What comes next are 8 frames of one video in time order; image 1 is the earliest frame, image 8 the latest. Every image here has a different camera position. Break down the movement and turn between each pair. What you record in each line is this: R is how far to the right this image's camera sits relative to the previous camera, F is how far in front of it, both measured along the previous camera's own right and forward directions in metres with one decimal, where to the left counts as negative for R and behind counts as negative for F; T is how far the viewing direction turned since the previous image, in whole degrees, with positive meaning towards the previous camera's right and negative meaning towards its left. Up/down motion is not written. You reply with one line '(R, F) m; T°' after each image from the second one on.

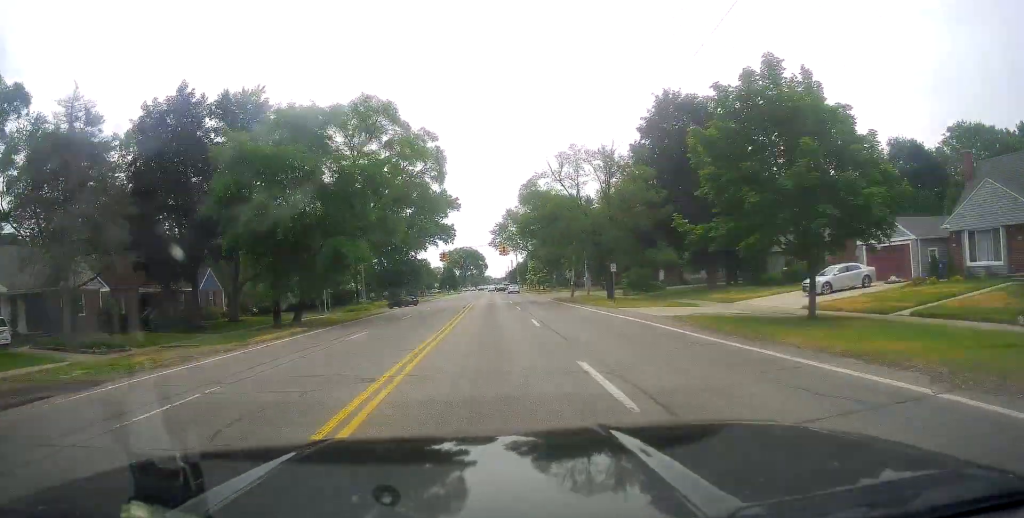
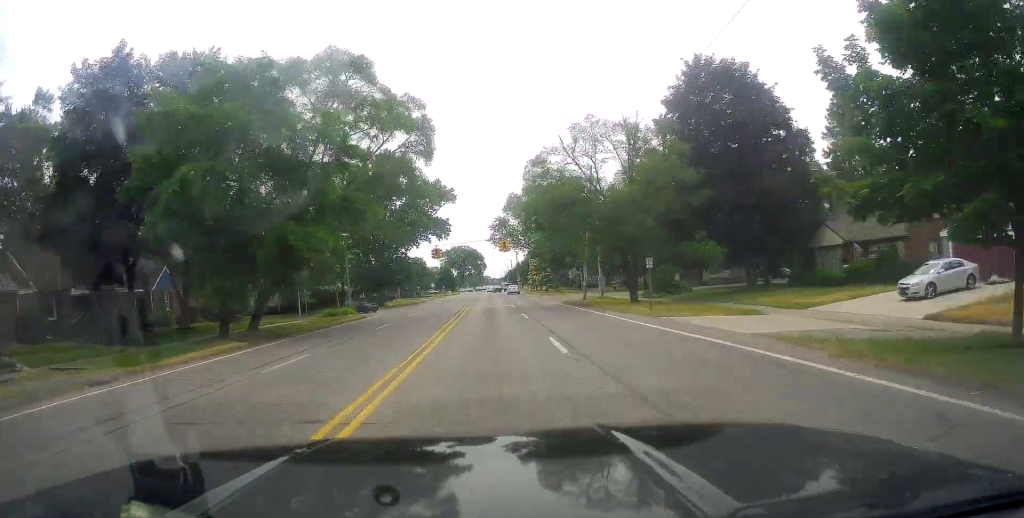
(-0.1, +8.7) m; 0°
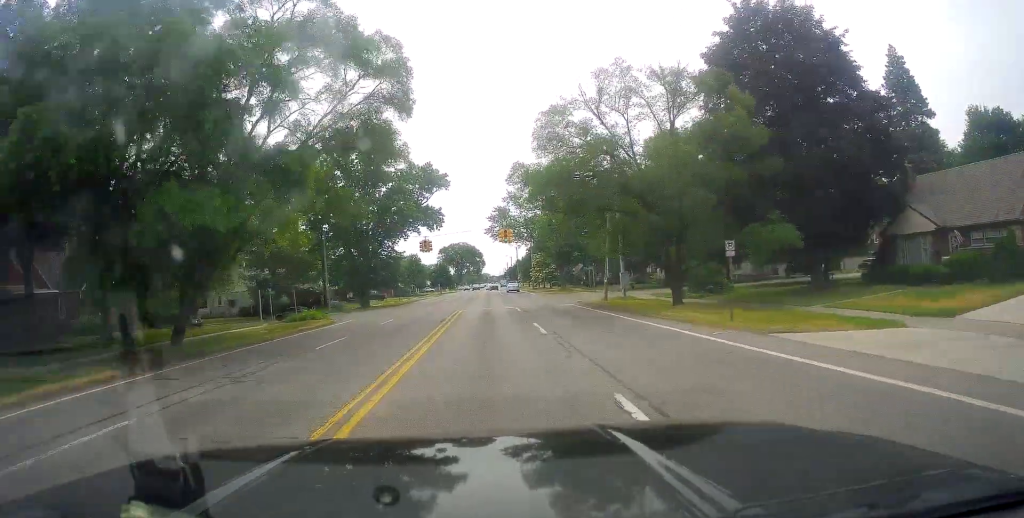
(+0.2, +10.0) m; +1°
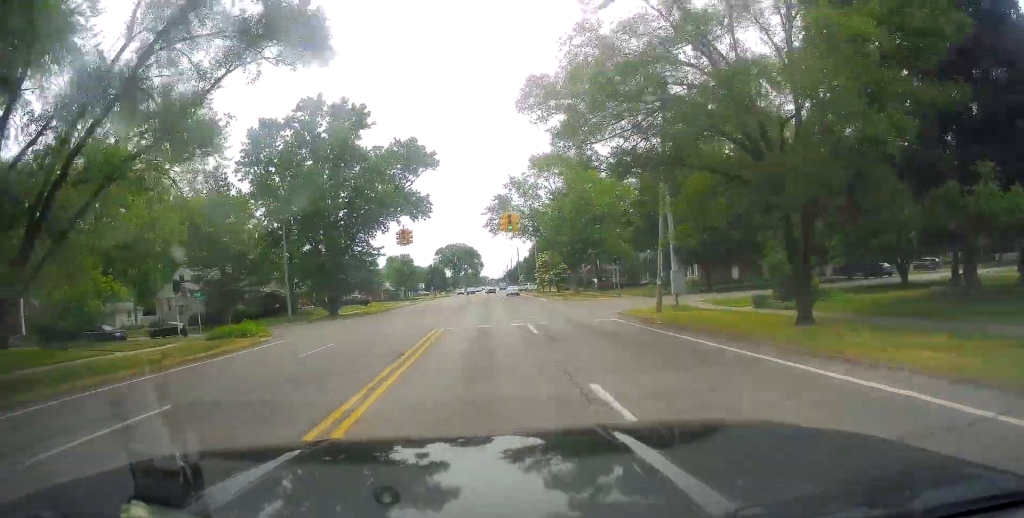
(+0.1, +13.7) m; +1°
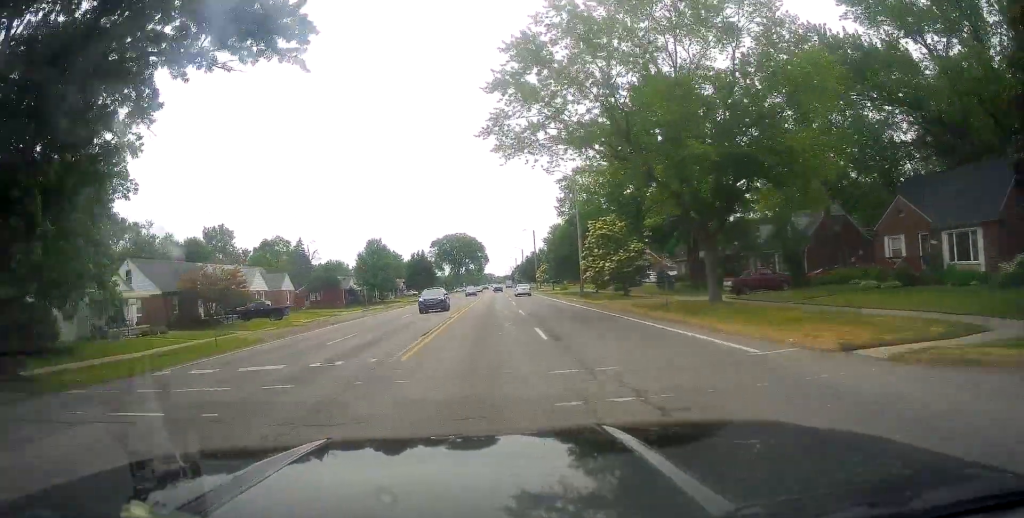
(-0.2, +43.3) m; -2°
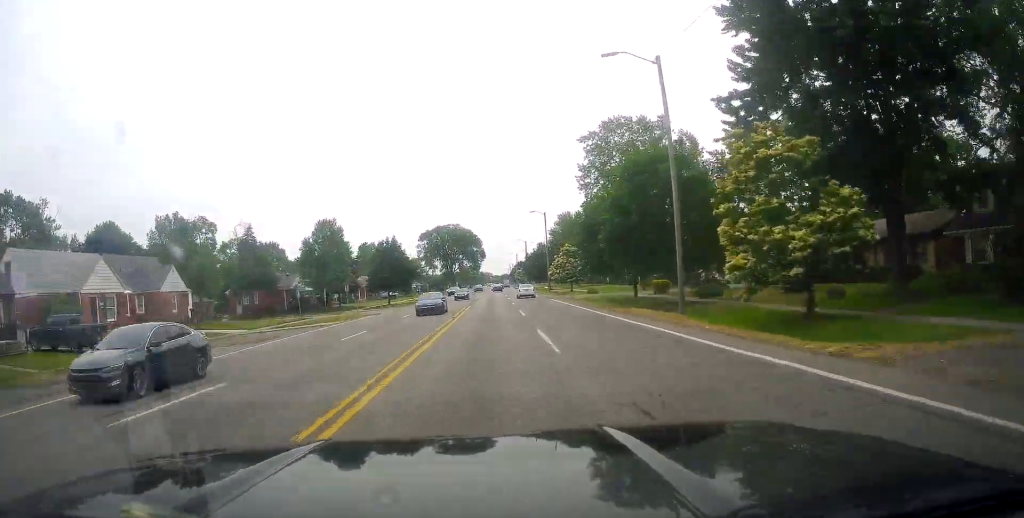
(+0.1, +28.9) m; 0°
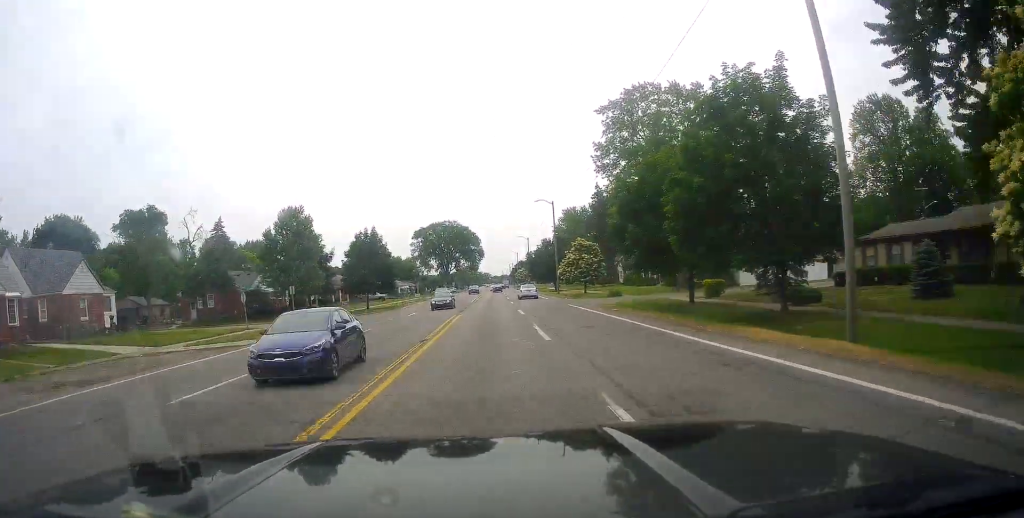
(-0.4, +13.0) m; 0°
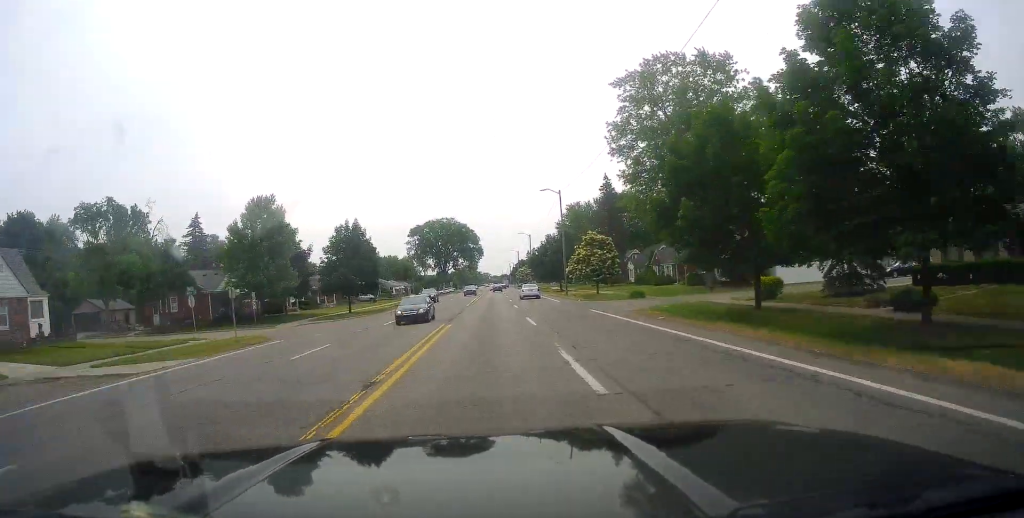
(+0.1, +8.4) m; +1°
